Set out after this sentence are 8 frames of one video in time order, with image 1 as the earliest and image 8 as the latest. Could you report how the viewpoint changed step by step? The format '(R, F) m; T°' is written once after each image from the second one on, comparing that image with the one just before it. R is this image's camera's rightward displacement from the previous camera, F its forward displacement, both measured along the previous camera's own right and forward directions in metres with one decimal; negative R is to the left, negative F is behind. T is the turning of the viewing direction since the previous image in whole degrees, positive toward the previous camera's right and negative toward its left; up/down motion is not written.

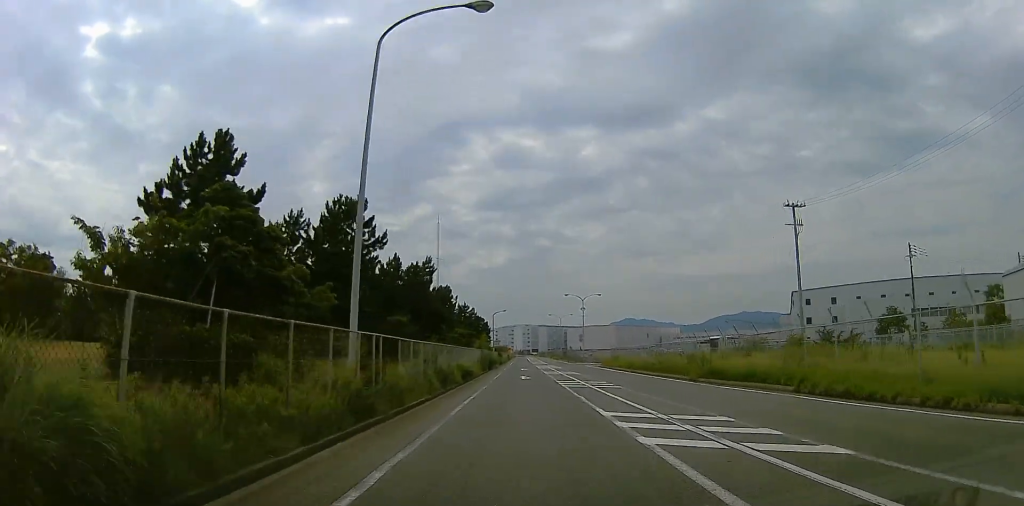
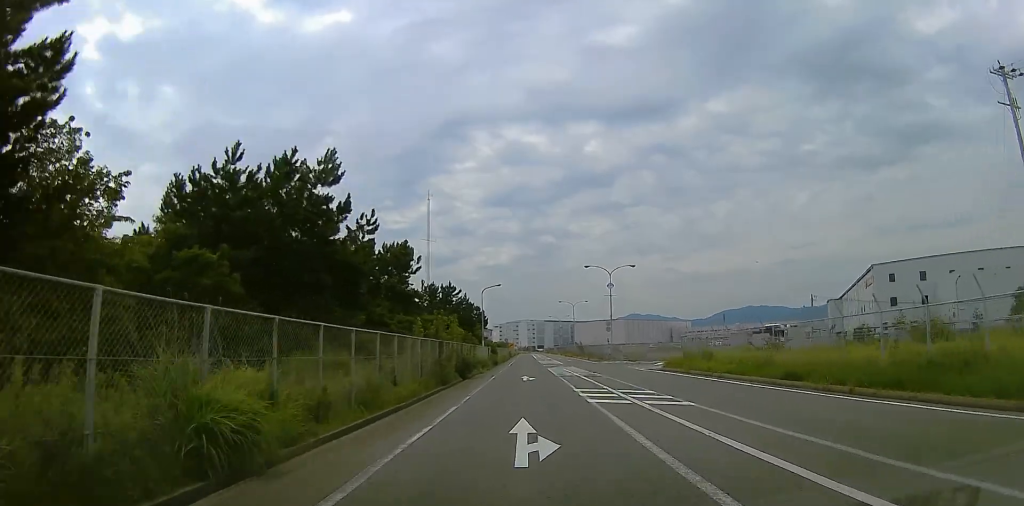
(+0.5, +26.0) m; -1°
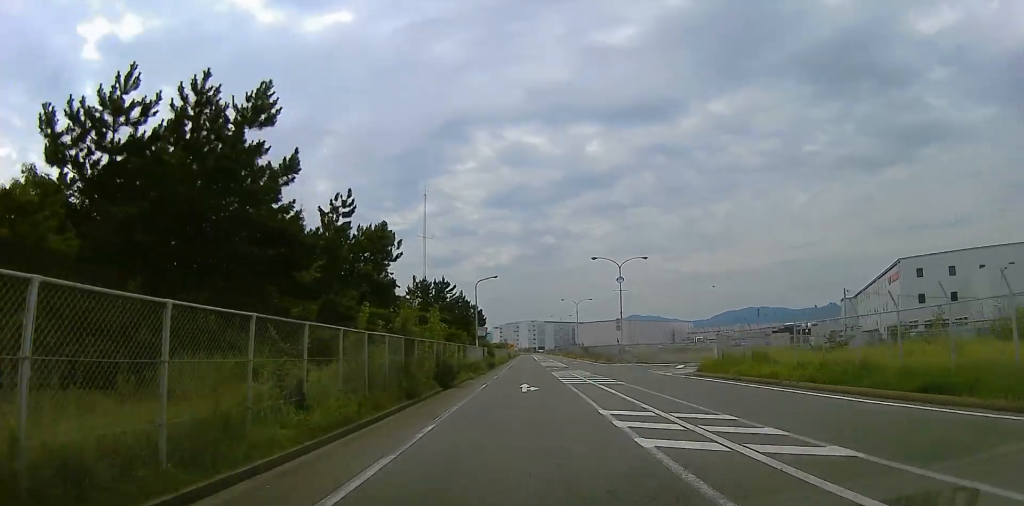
(-0.2, +6.7) m; -1°
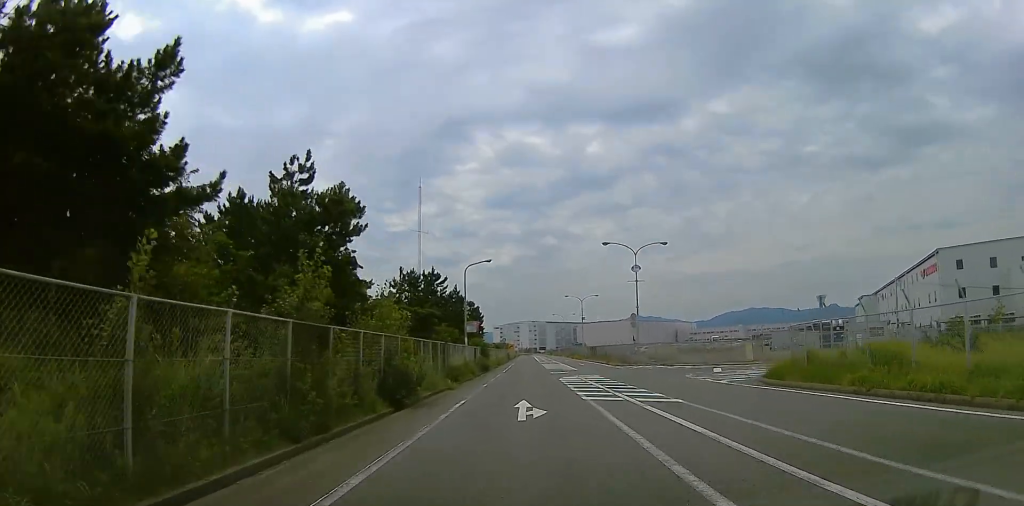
(0.0, +8.6) m; +2°
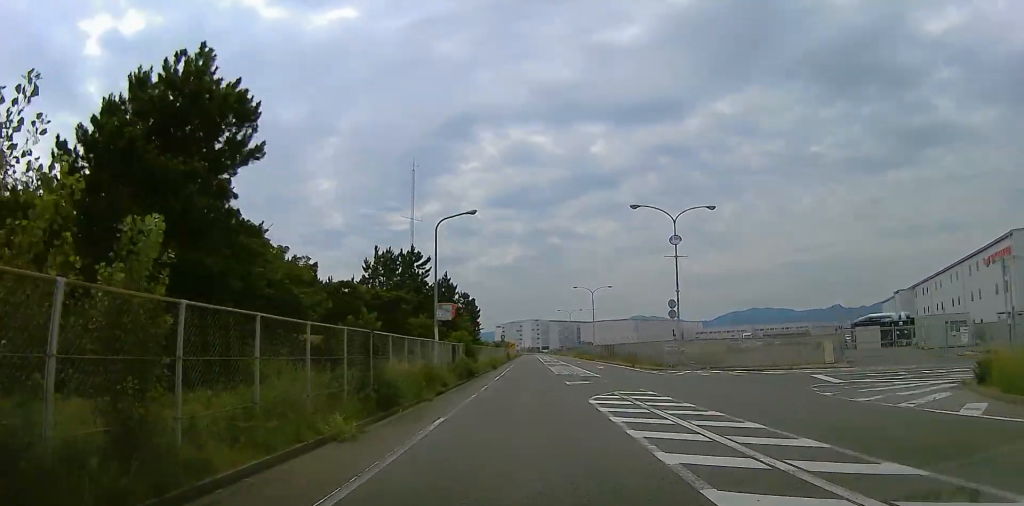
(+0.3, +13.2) m; +3°
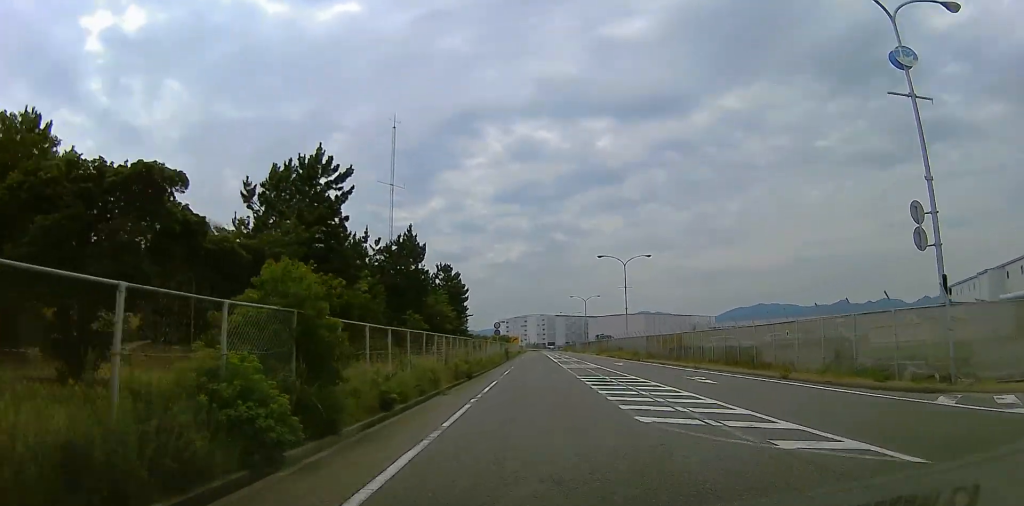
(+0.8, +25.1) m; -2°
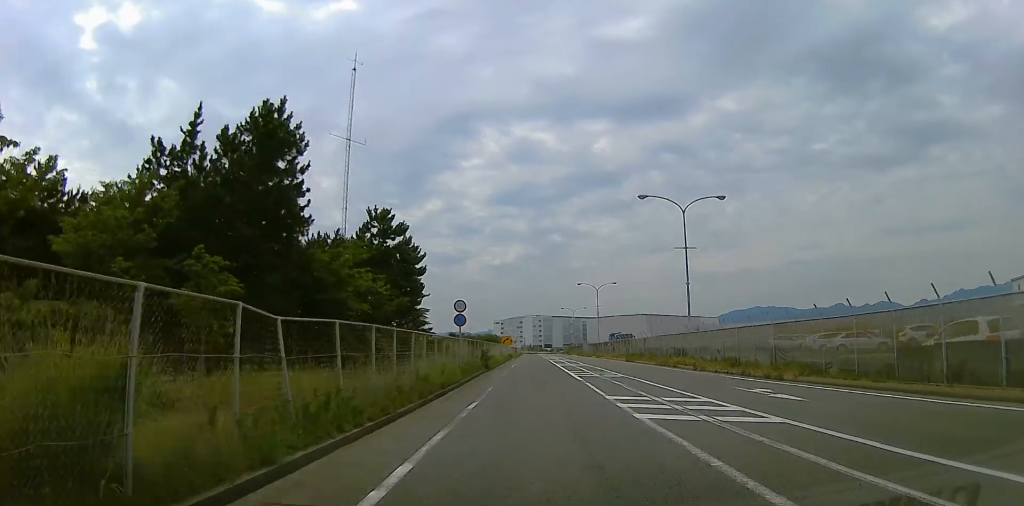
(-1.4, +25.7) m; -3°
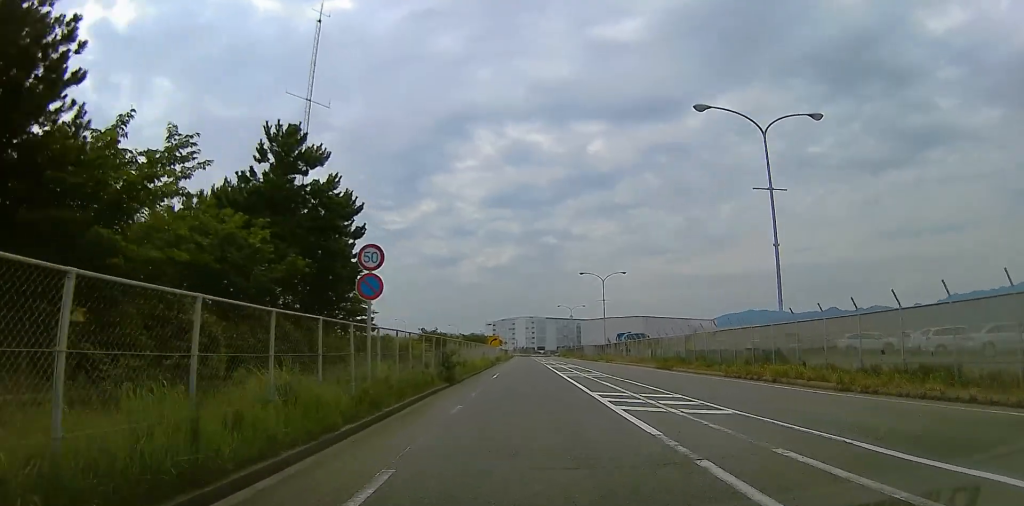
(0.0, +15.1) m; +2°
